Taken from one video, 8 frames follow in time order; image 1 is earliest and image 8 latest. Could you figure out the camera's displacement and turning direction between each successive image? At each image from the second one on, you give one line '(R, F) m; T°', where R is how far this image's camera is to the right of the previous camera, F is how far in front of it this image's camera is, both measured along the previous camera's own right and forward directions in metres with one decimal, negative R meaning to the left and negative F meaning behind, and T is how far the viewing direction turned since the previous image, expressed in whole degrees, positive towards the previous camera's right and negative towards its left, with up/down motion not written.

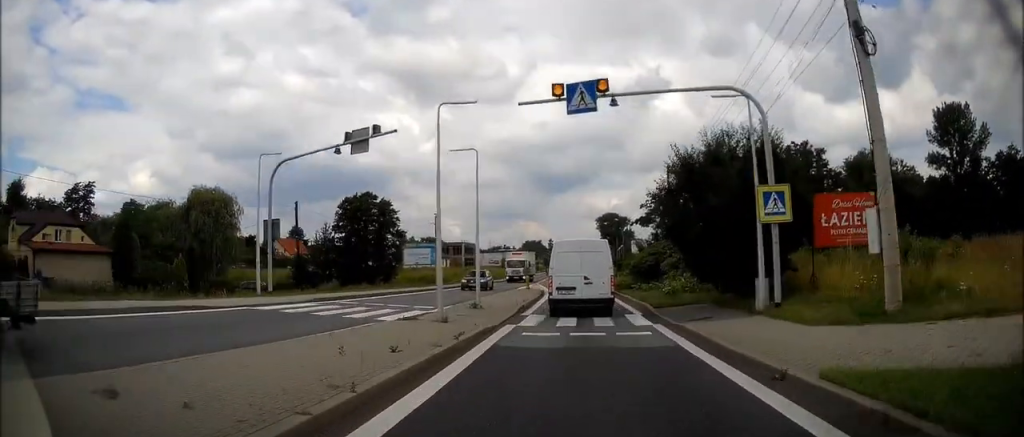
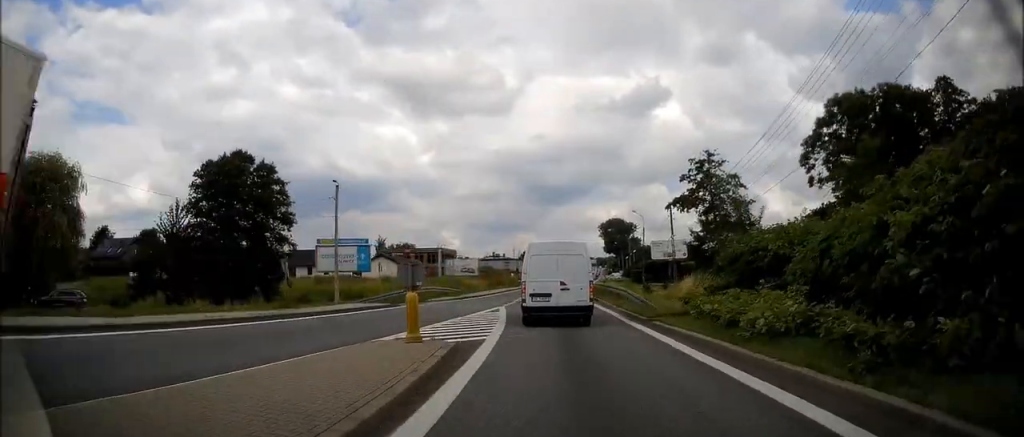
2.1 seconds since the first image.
(-0.6, +31.5) m; -1°
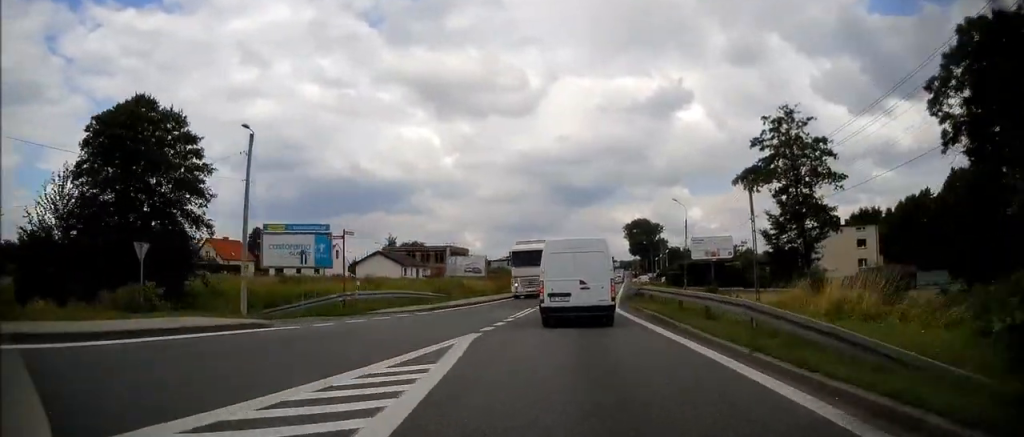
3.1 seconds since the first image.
(+0.2, +15.3) m; 0°
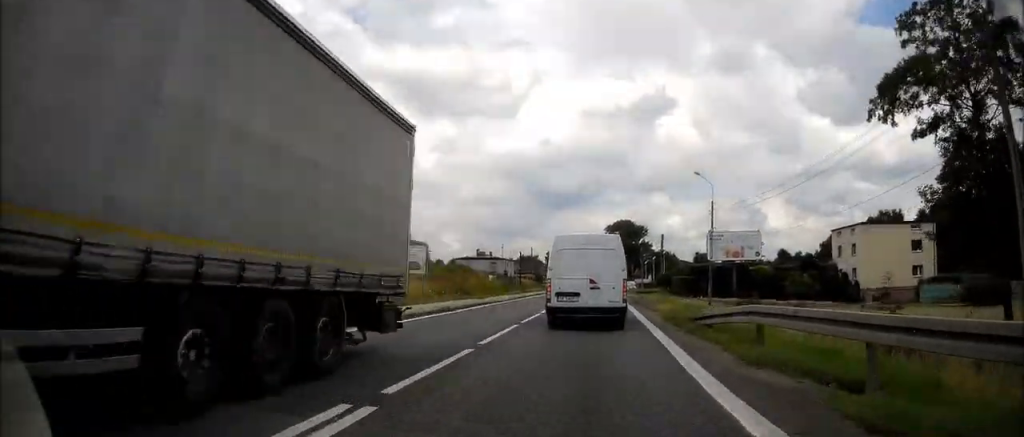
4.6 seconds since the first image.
(-0.2, +21.3) m; 0°
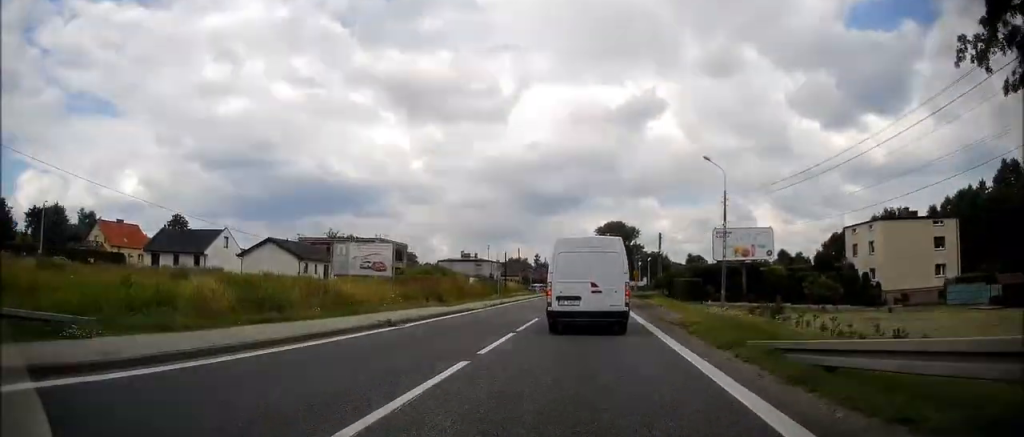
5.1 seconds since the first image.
(0.0, +7.1) m; +1°
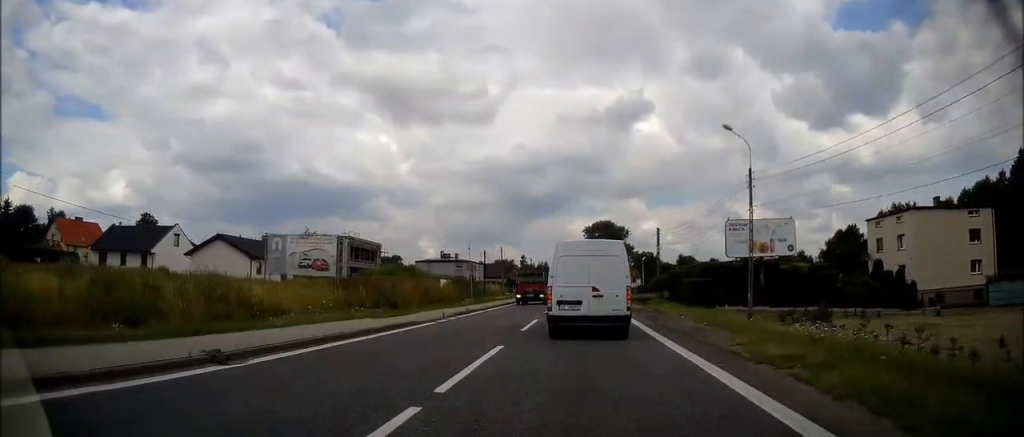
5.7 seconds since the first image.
(0.0, +8.9) m; +2°
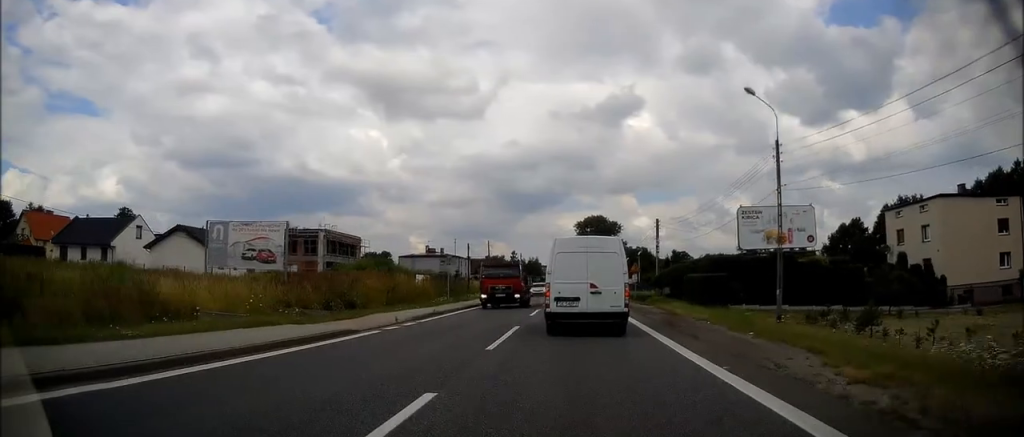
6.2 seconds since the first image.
(+0.2, +6.0) m; +1°
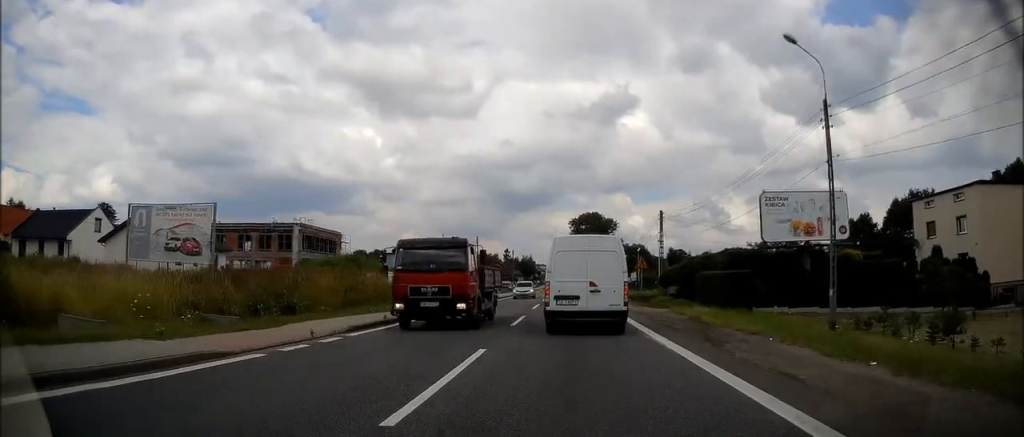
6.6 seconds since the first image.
(+0.2, +6.5) m; +1°
